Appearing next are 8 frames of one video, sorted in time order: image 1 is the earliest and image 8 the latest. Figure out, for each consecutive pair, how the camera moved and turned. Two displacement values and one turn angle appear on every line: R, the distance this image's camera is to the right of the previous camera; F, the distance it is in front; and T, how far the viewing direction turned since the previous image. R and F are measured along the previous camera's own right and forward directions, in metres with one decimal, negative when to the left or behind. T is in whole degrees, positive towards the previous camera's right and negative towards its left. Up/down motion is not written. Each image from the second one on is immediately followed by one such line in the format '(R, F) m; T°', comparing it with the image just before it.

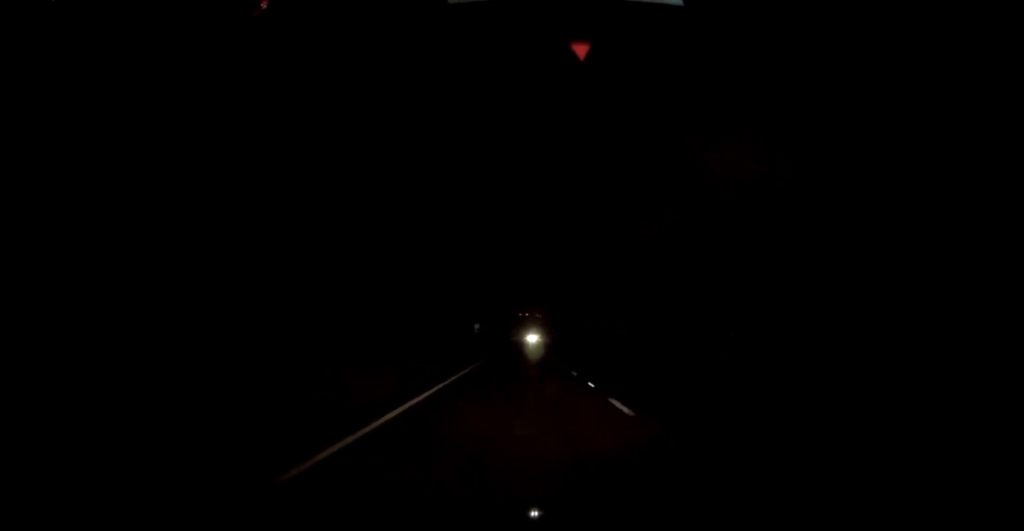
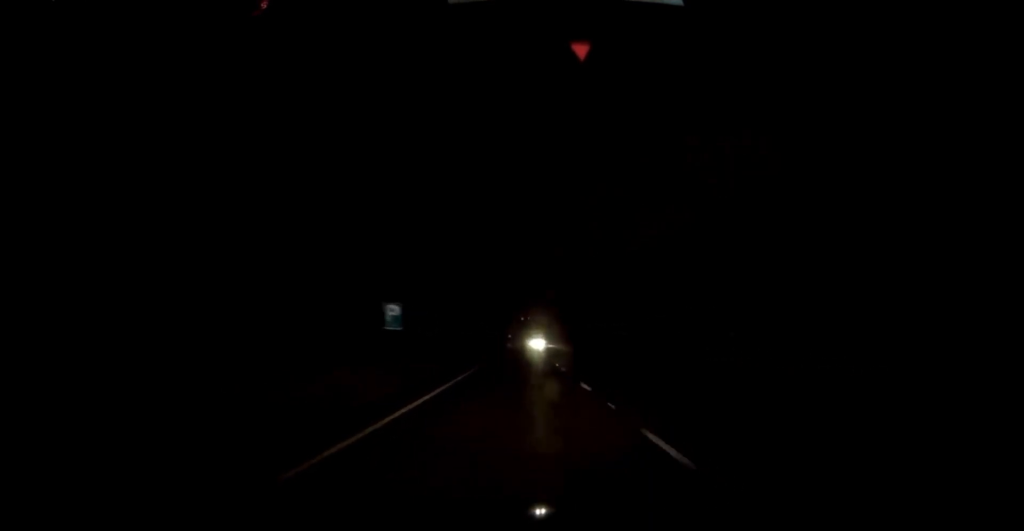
(+0.3, +38.9) m; +1°
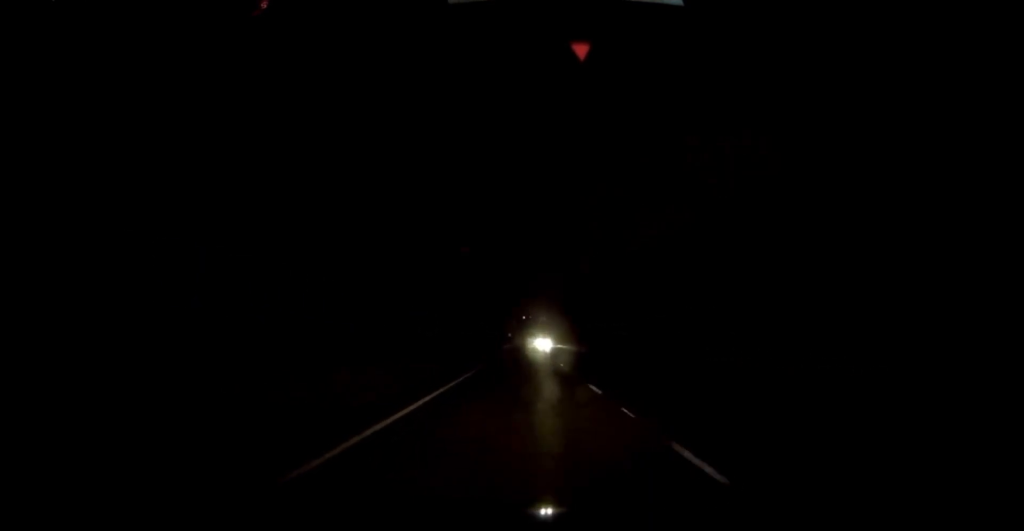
(0.0, +19.0) m; 0°
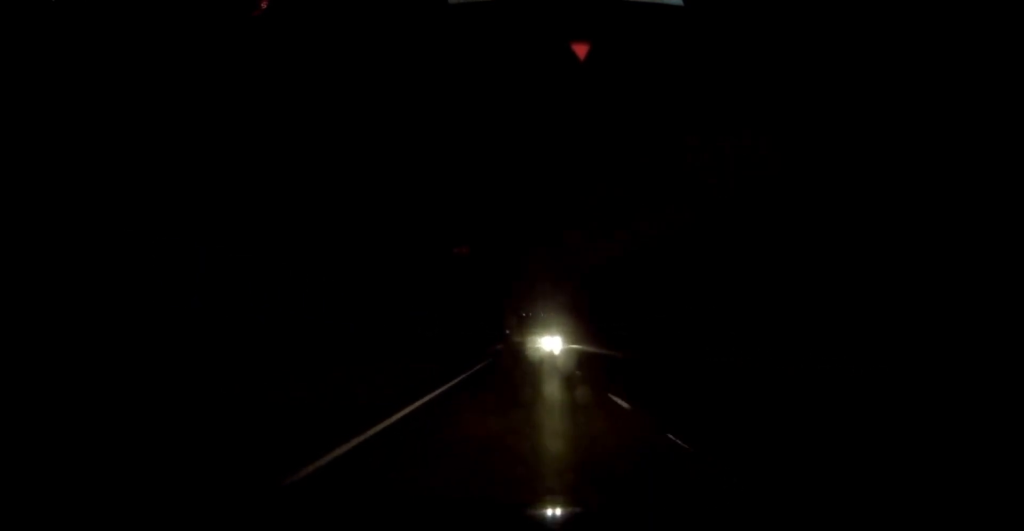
(0.0, +20.2) m; 0°
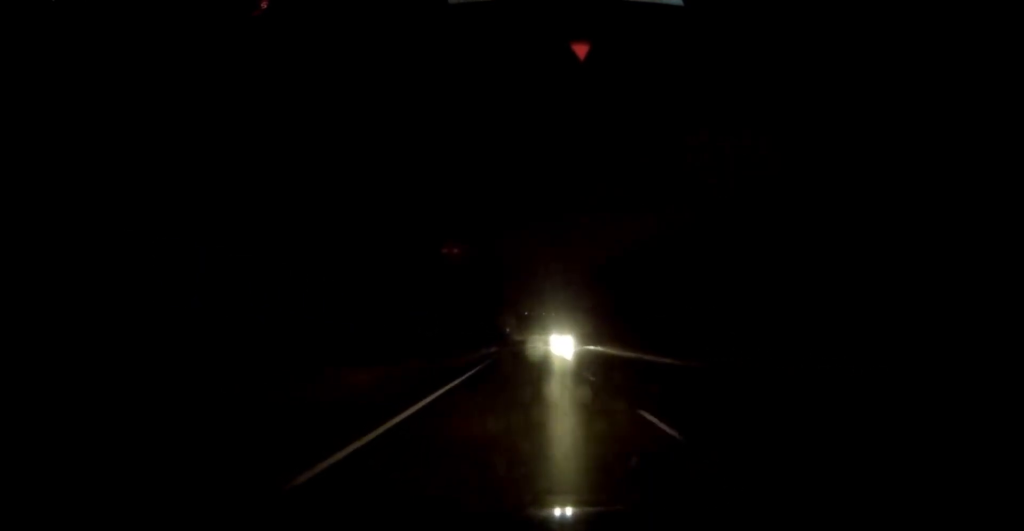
(0.0, +13.4) m; 0°
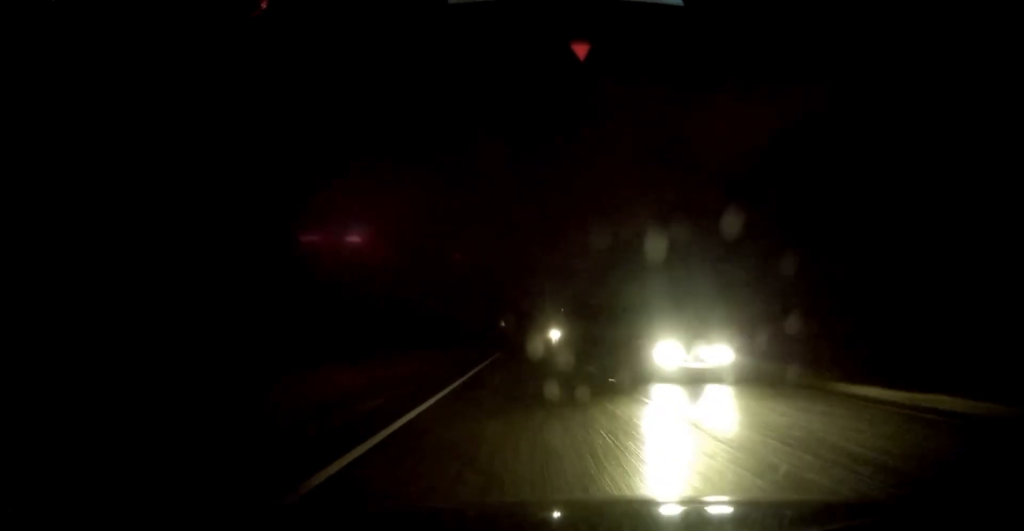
(0.0, +33.9) m; 0°
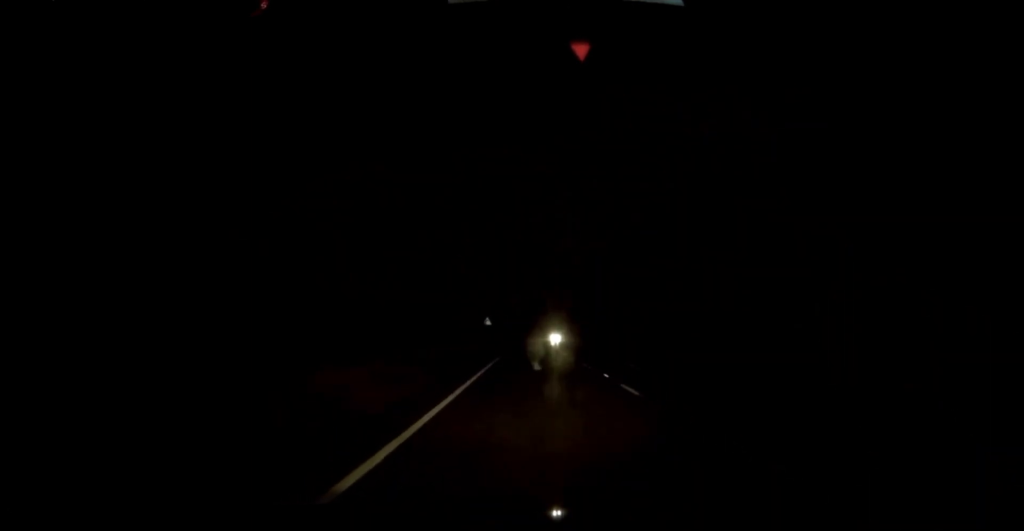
(0.0, +33.8) m; 0°
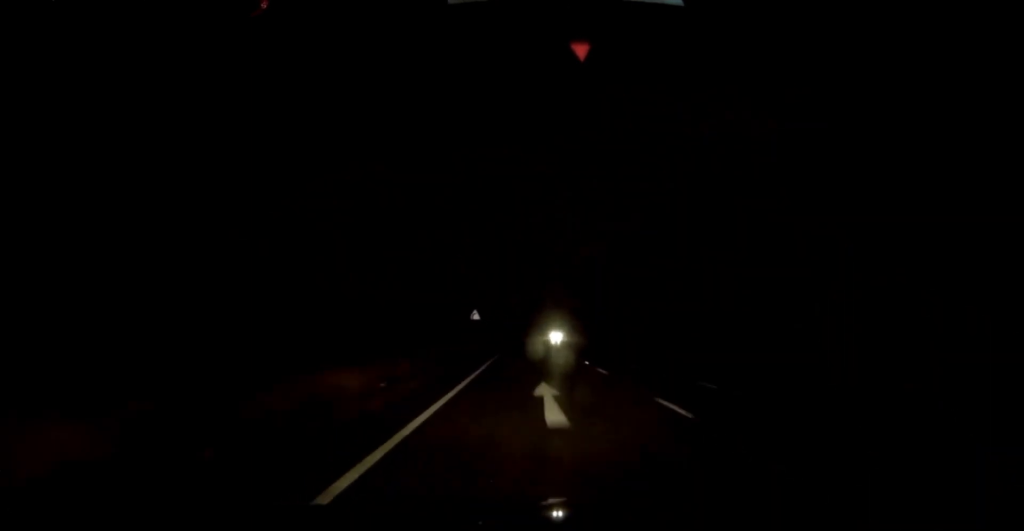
(0.0, +12.3) m; 0°
